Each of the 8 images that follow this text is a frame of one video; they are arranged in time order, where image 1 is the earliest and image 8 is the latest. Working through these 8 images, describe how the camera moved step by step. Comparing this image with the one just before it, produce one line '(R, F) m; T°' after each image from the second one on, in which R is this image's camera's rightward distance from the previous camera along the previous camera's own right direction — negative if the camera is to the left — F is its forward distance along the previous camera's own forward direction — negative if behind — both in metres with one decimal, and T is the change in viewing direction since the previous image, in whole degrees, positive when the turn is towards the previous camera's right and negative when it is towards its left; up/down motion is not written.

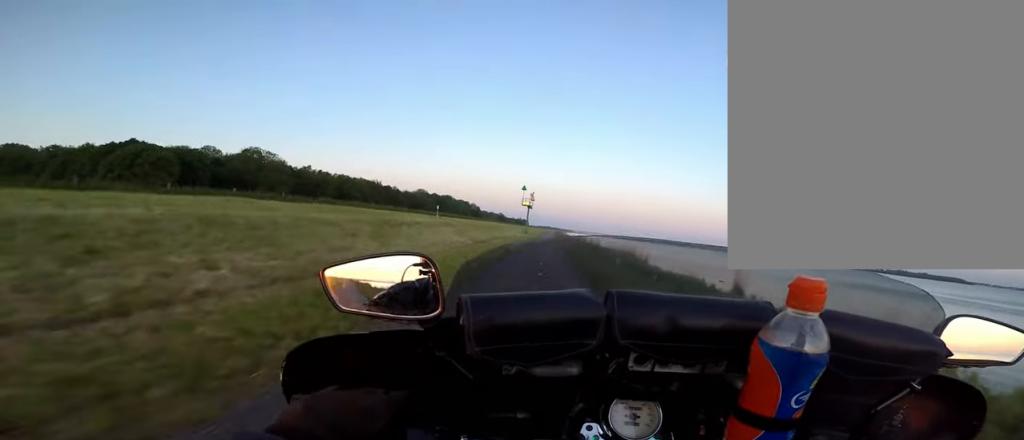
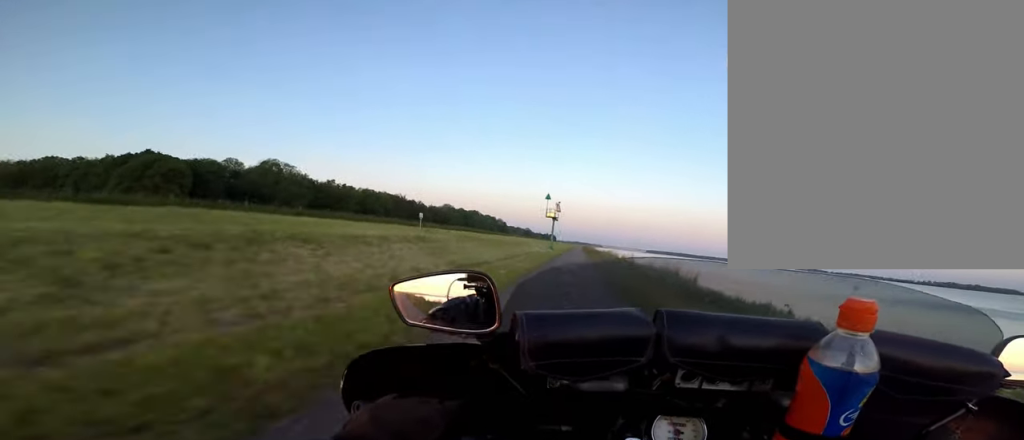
(-0.3, +6.7) m; -2°
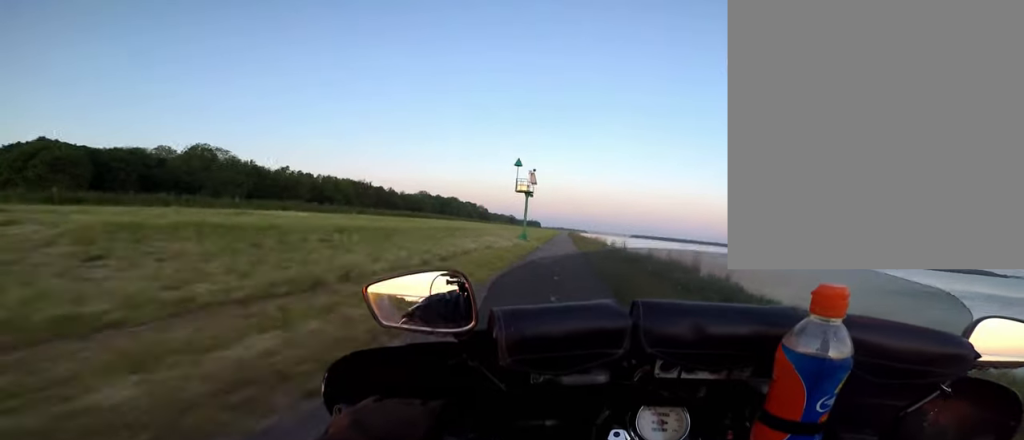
(-0.3, +12.8) m; -2°
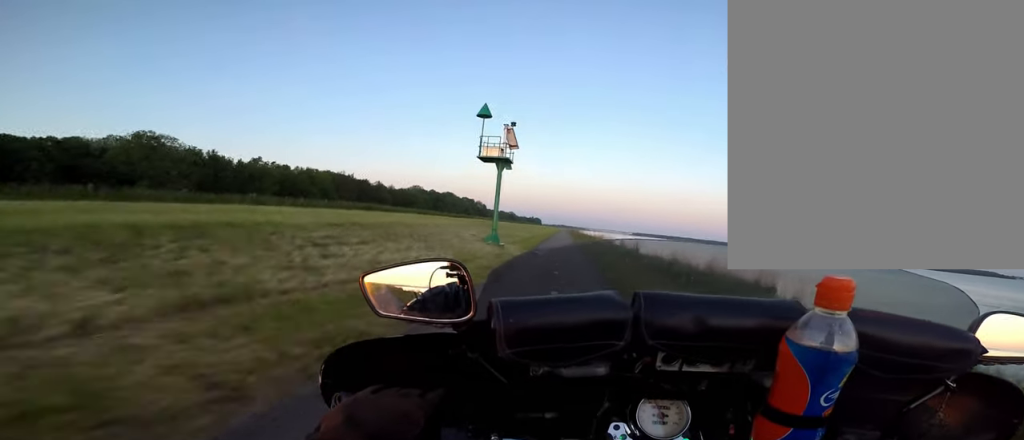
(0.0, +12.1) m; 0°
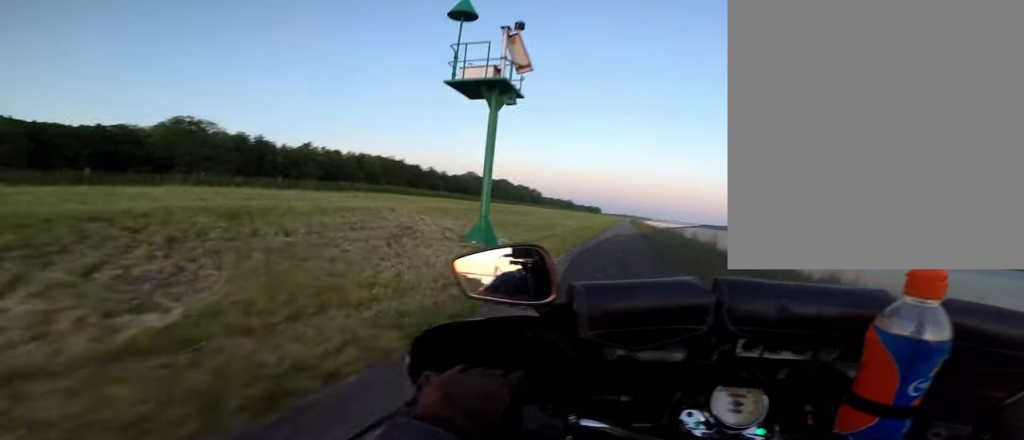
(0.0, +7.7) m; 0°
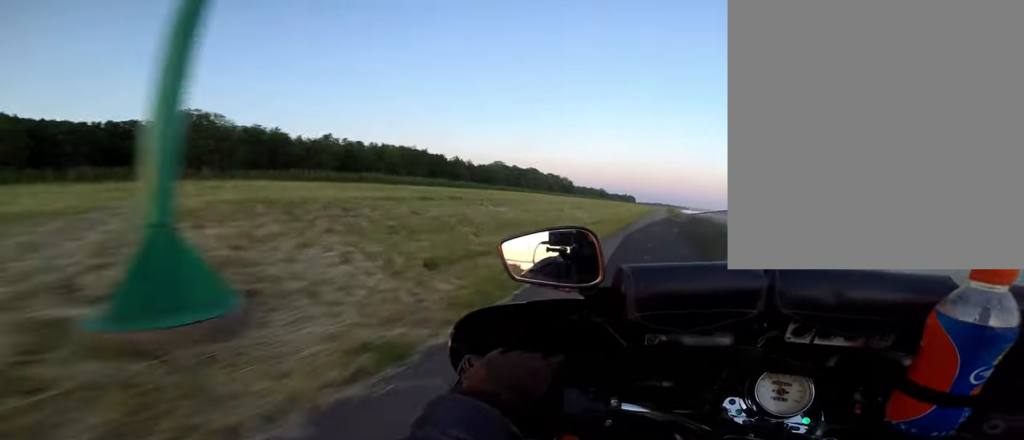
(0.0, +6.1) m; 0°
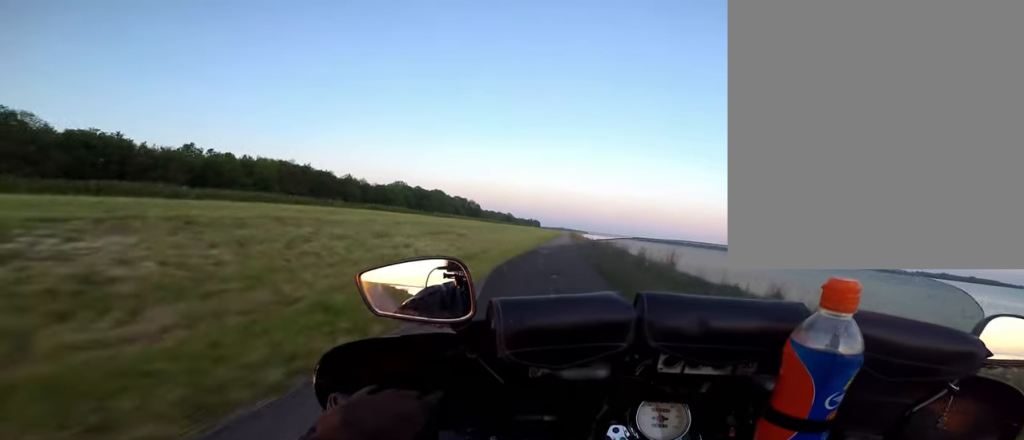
(0.0, +7.8) m; 0°
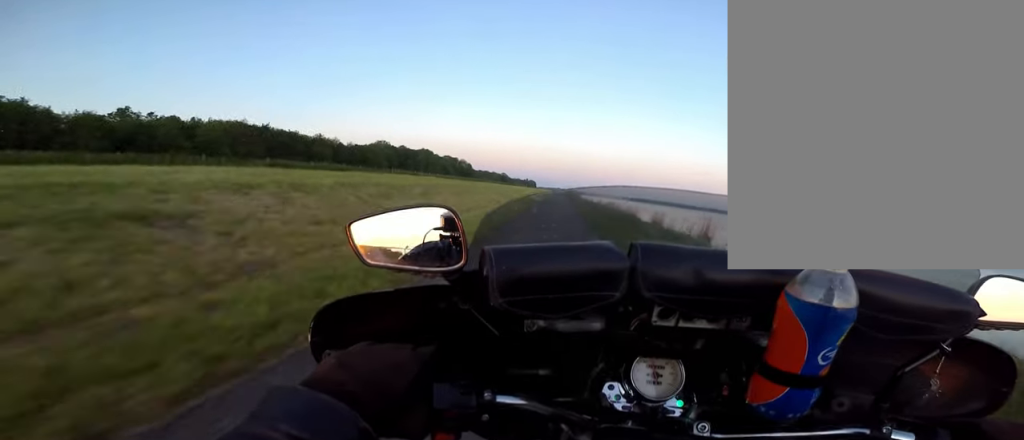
(0.0, +11.3) m; +3°
